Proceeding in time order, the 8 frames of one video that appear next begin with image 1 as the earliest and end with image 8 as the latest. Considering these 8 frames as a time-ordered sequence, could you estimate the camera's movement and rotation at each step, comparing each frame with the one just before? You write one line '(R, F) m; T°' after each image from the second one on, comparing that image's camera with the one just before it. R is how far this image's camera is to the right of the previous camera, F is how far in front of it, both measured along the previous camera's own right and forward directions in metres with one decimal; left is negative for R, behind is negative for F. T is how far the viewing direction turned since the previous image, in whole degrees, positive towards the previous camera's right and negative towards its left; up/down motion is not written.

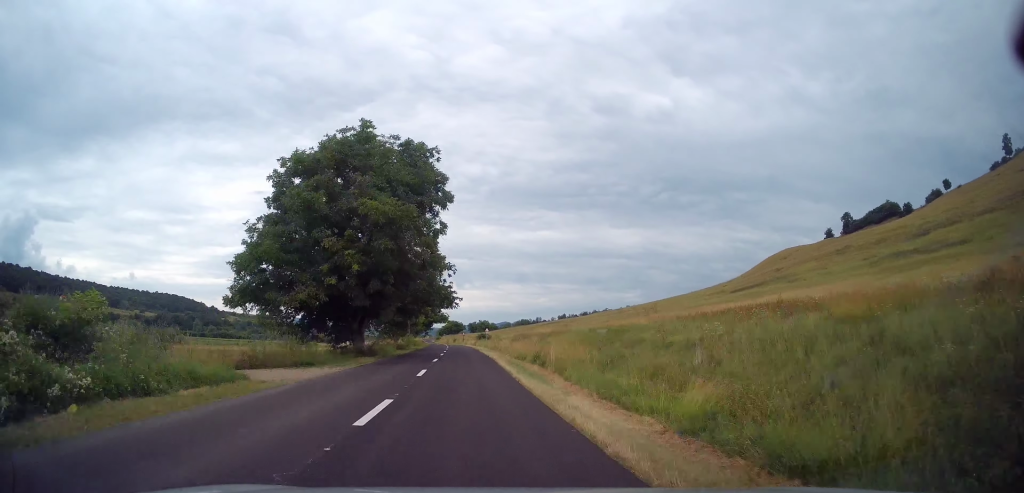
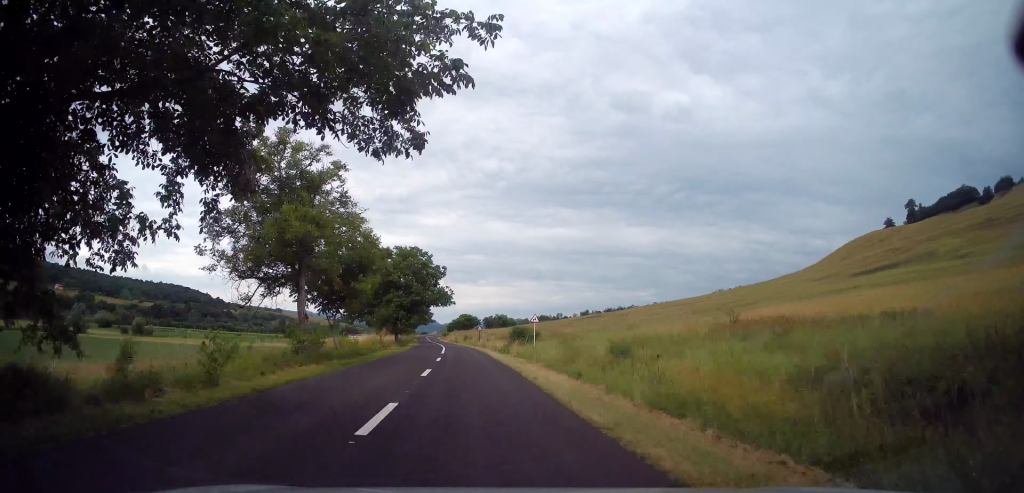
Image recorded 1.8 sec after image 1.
(0.0, +45.7) m; -1°
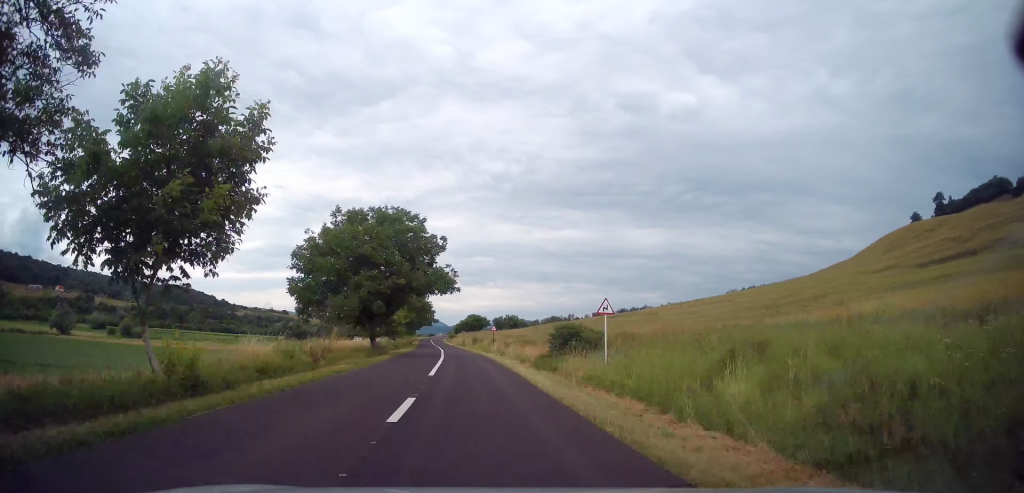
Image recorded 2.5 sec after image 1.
(+0.5, +15.9) m; -2°
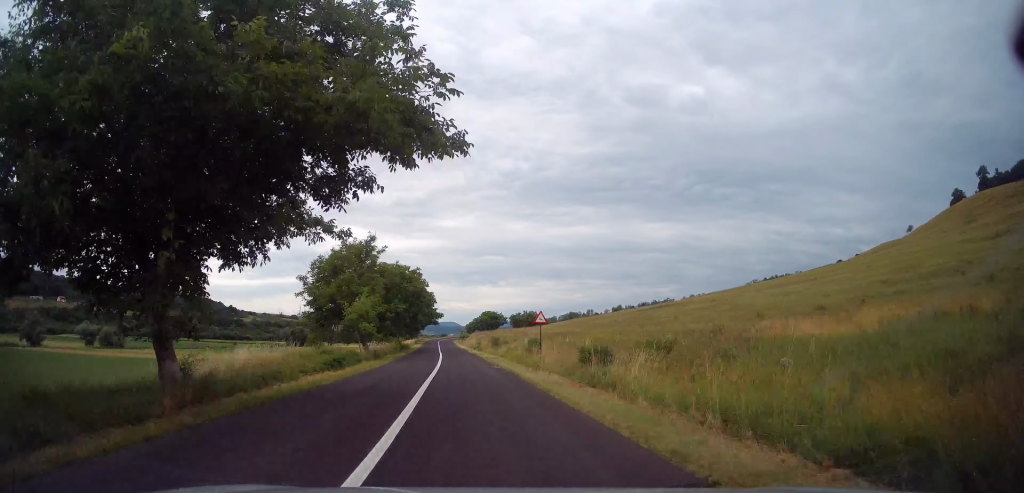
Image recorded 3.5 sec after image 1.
(-1.7, +24.8) m; -2°
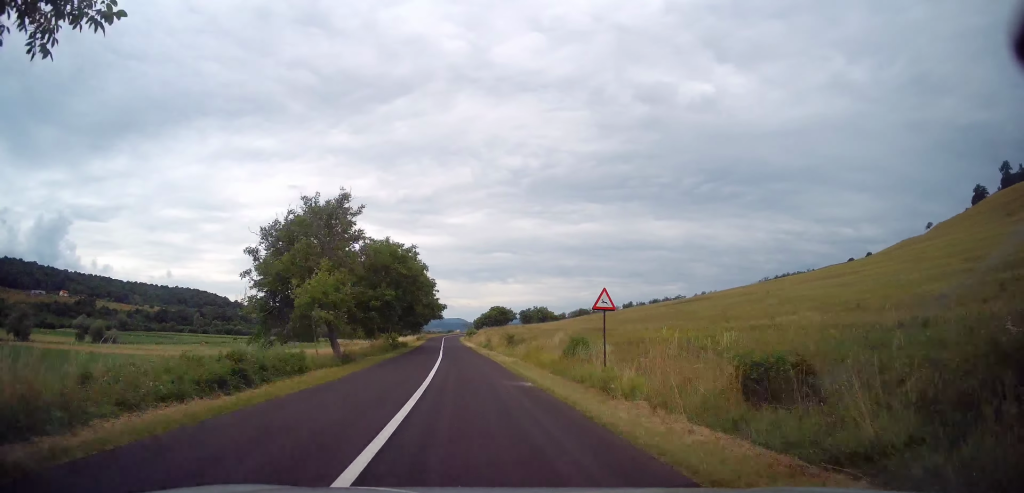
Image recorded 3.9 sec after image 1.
(+0.5, +11.1) m; +1°
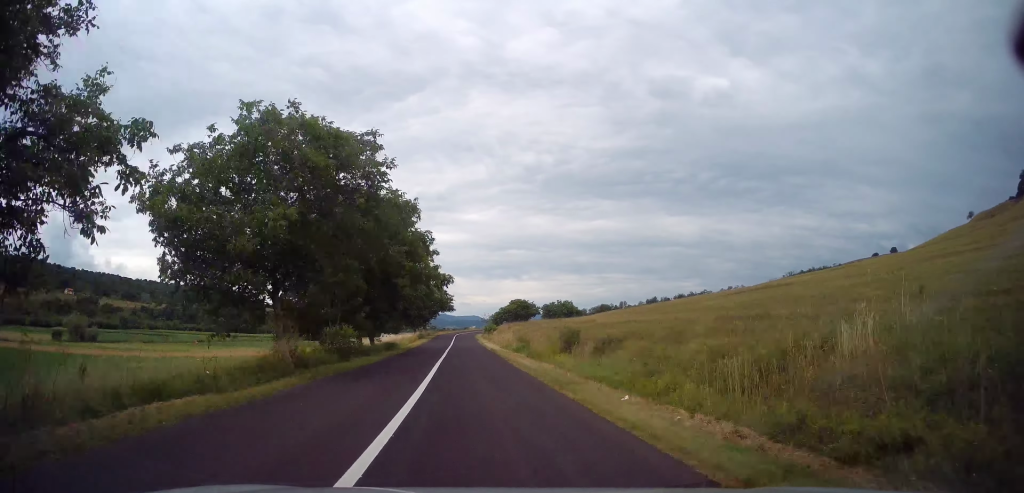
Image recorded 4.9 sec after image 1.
(+0.5, +23.8) m; 0°
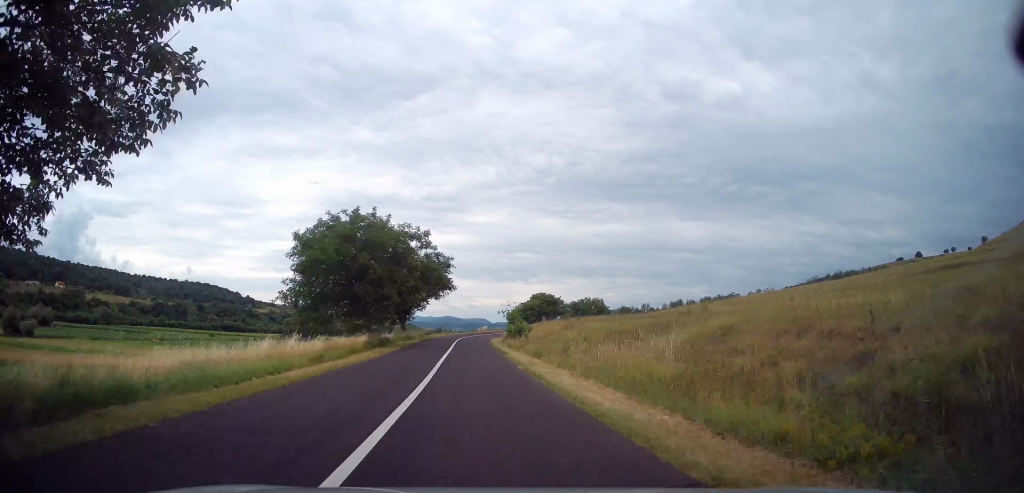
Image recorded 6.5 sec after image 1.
(-1.2, +39.3) m; -3°
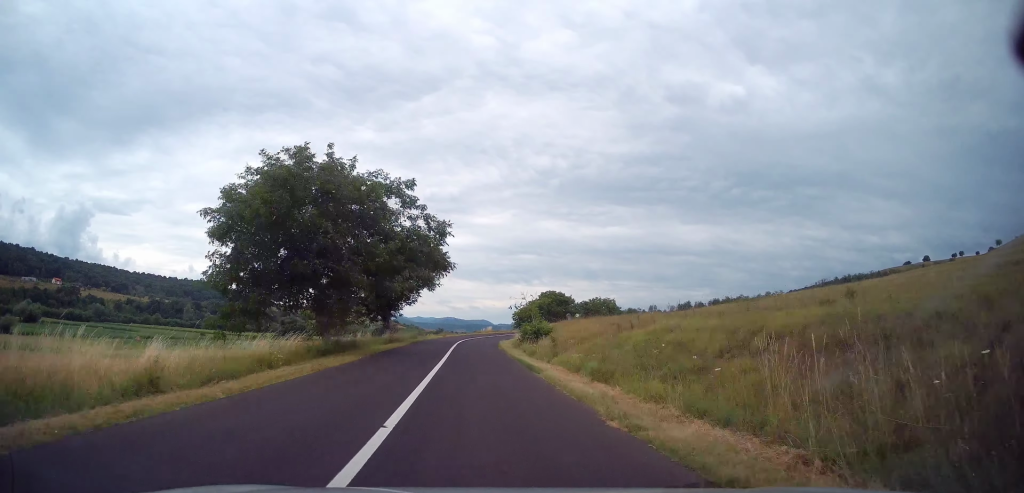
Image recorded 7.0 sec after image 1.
(0.0, +11.4) m; 0°
